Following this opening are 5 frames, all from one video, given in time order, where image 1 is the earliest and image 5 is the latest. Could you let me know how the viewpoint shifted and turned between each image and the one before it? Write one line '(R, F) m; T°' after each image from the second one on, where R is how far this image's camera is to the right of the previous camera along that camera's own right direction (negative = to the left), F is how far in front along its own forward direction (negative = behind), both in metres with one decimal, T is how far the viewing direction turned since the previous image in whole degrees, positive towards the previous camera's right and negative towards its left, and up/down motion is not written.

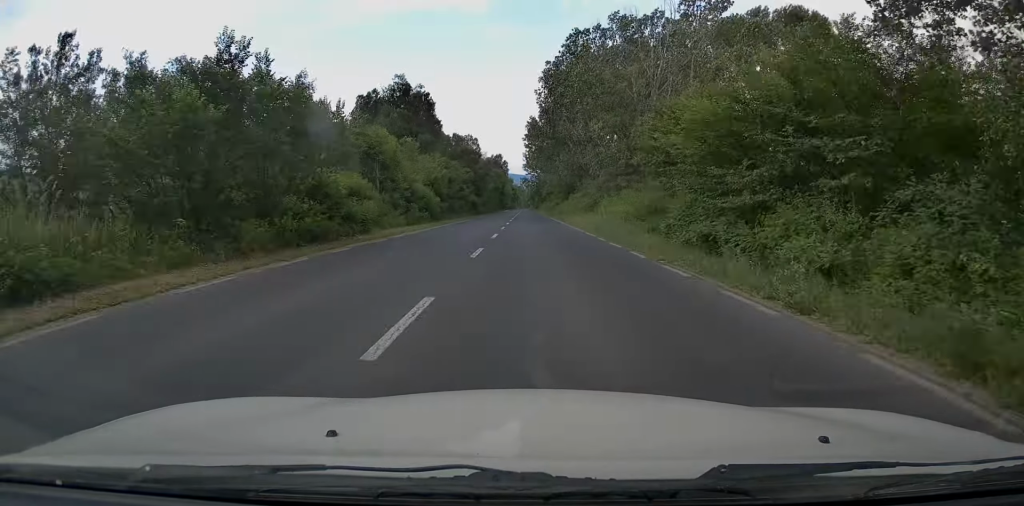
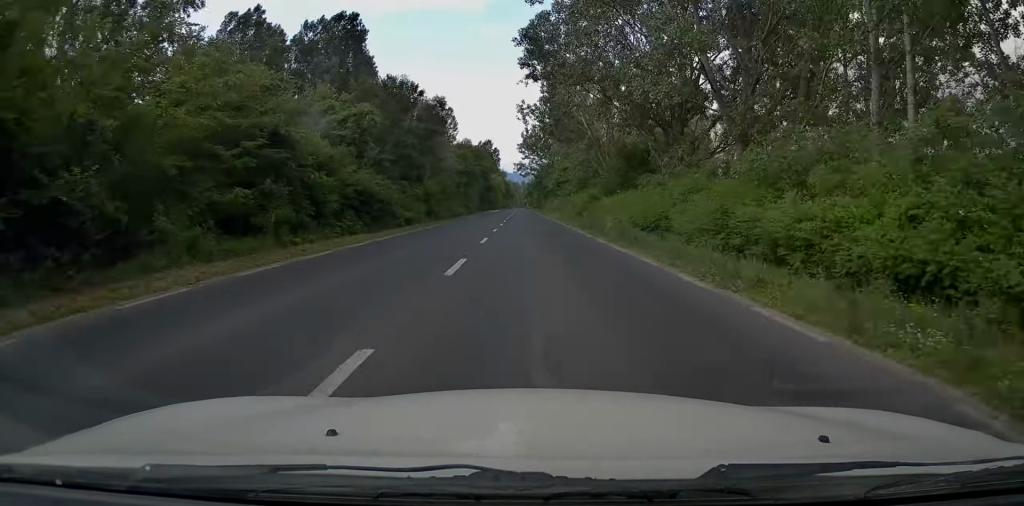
(0.0, +56.5) m; 0°
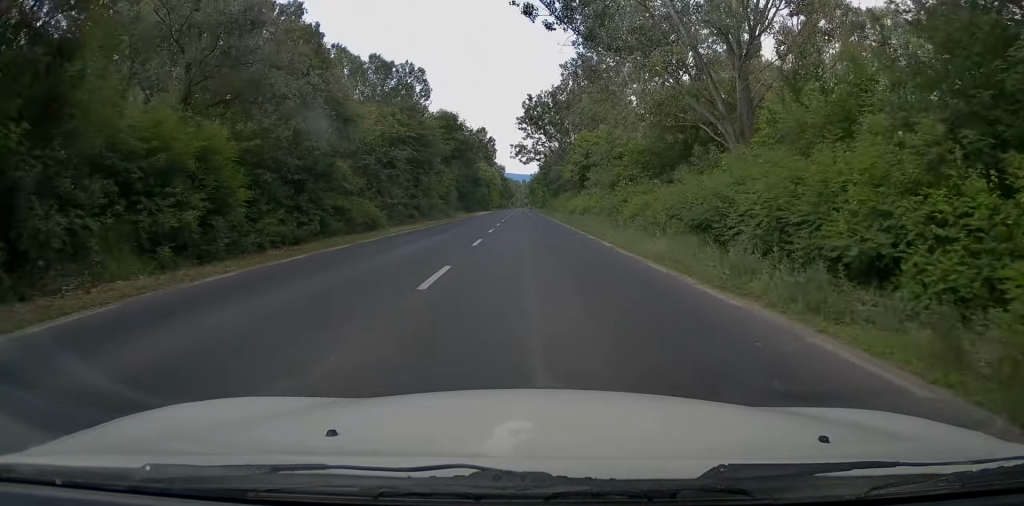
(+0.1, +37.3) m; 0°
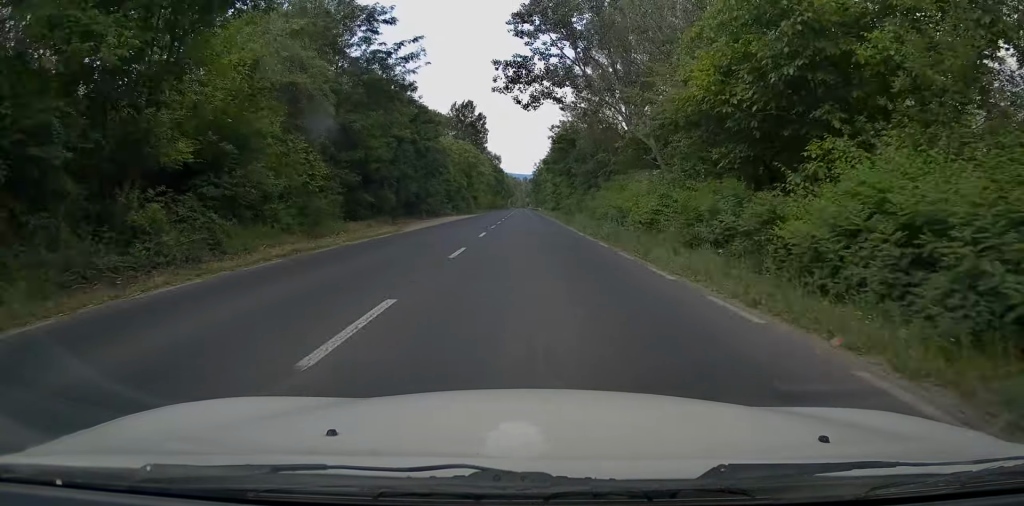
(+0.1, +48.5) m; 0°
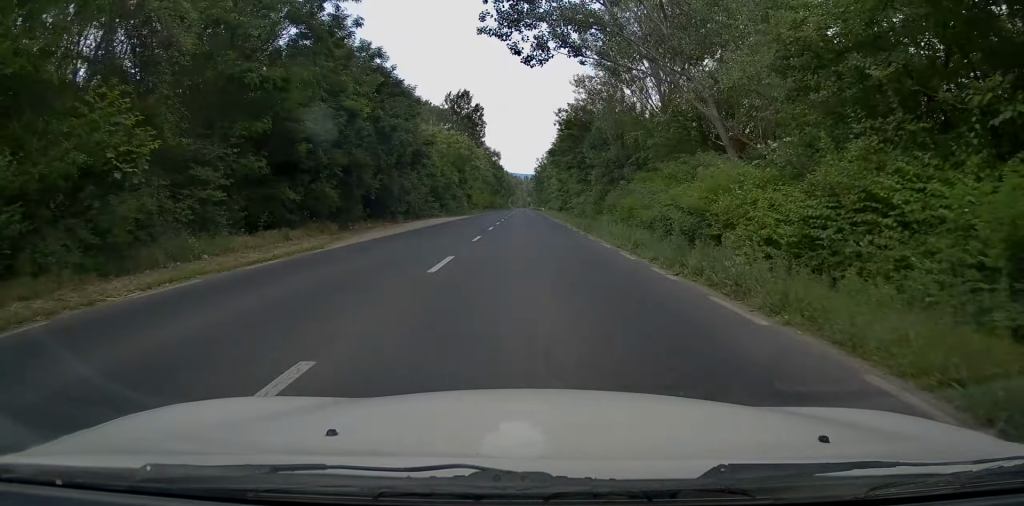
(0.0, +12.0) m; 0°
